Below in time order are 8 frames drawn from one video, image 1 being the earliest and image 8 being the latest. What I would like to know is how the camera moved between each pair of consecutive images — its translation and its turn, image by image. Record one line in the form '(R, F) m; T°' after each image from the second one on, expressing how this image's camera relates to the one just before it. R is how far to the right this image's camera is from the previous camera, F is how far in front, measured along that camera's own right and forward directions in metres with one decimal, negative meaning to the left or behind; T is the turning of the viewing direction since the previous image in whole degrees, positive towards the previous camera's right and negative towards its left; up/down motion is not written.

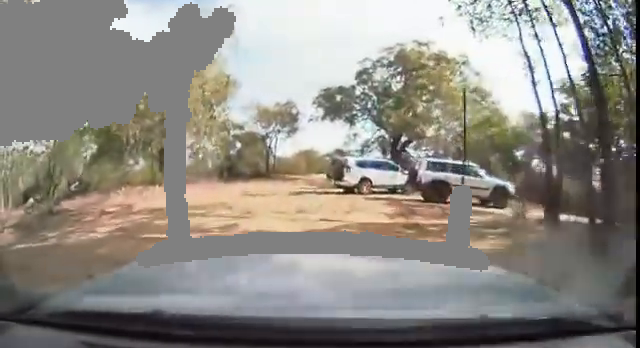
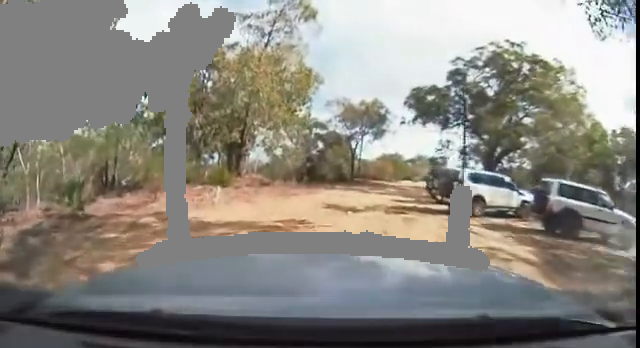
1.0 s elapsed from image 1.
(-0.7, +3.7) m; -14°
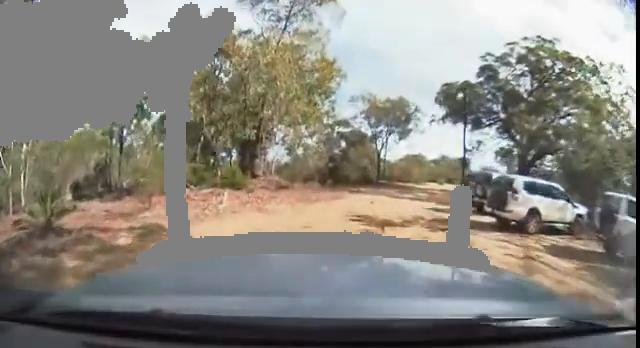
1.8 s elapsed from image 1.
(-0.2, +2.6) m; -1°
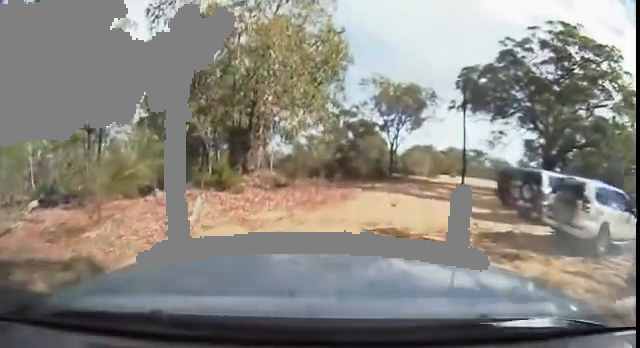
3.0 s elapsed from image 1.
(+0.1, +3.3) m; 0°
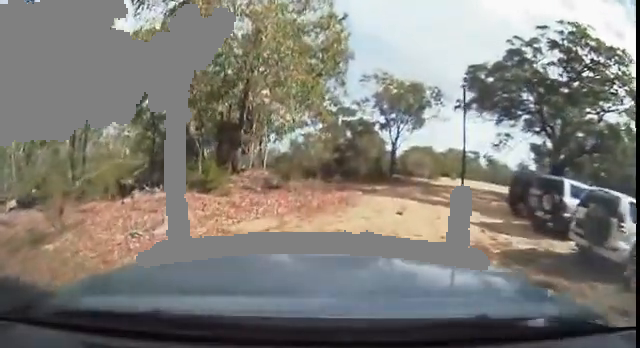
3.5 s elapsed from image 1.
(-0.1, +1.3) m; -4°
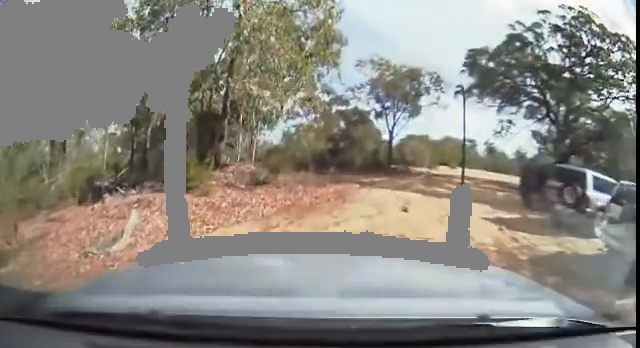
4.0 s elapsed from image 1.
(0.0, +1.4) m; -5°
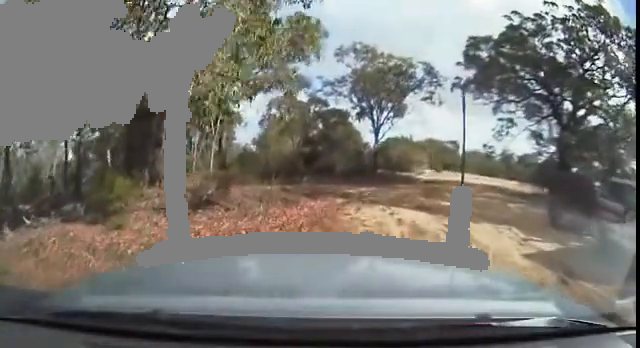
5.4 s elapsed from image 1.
(-0.1, +3.2) m; +4°
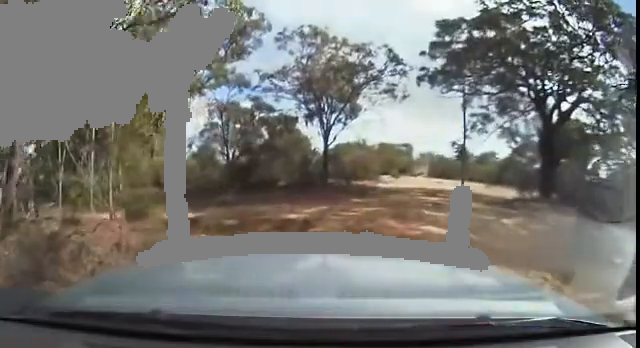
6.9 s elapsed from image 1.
(+0.5, +3.6) m; +15°
